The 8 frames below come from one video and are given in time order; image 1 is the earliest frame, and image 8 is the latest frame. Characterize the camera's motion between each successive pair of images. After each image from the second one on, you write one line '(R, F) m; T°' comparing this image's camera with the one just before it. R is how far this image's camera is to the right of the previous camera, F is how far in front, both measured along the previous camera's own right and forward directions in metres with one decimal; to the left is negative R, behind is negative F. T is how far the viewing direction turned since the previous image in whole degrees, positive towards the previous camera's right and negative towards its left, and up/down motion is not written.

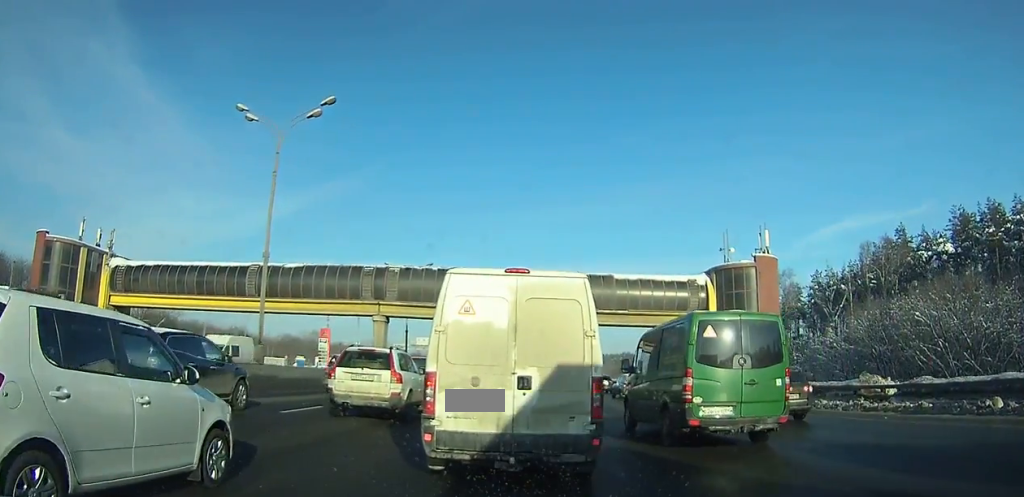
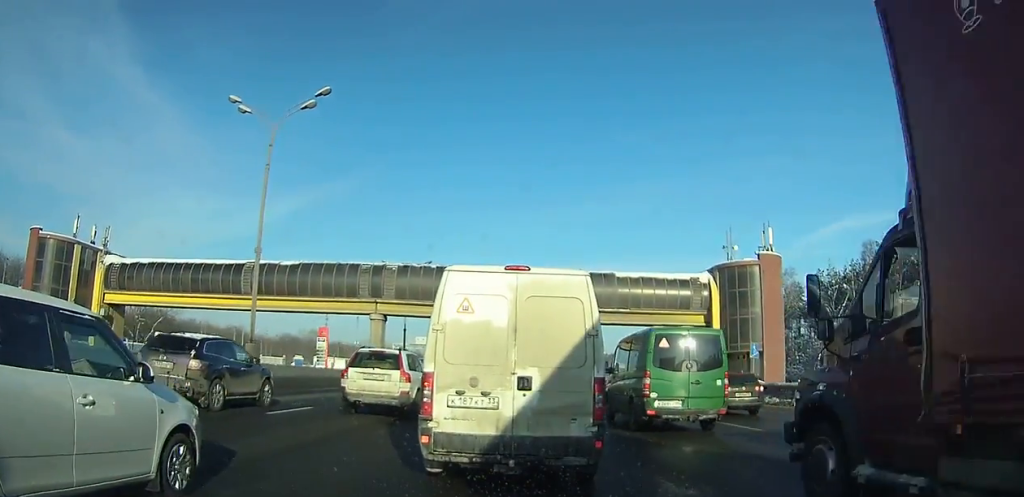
(0.0, +5.2) m; 0°
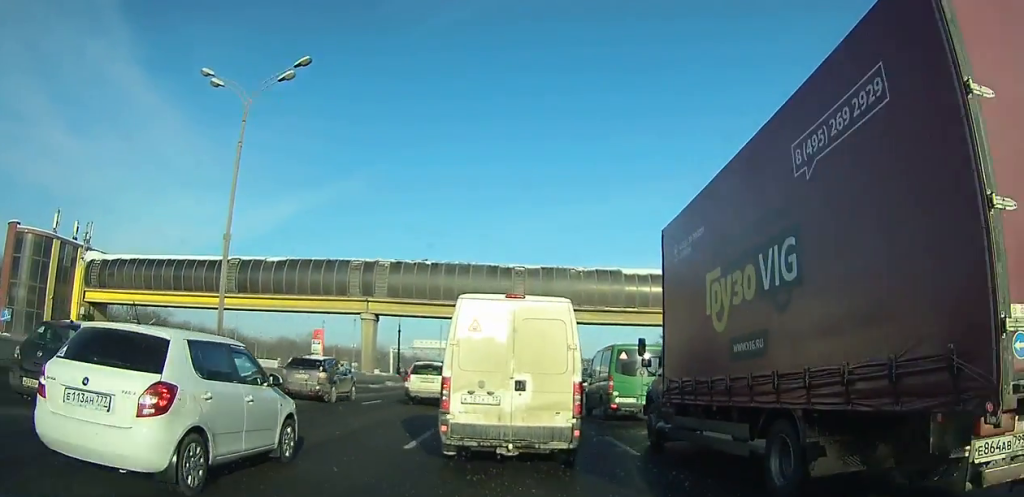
(0.0, +10.8) m; 0°
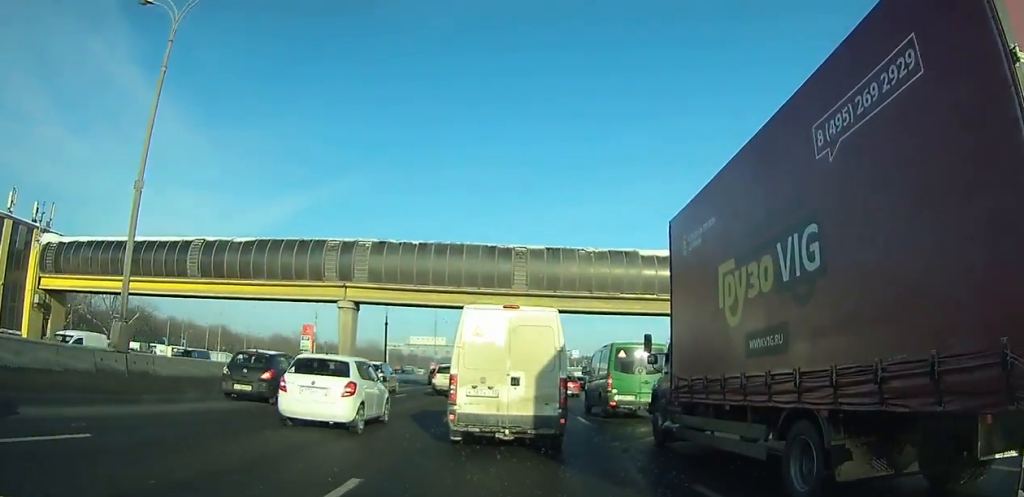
(0.0, +9.4) m; 0°
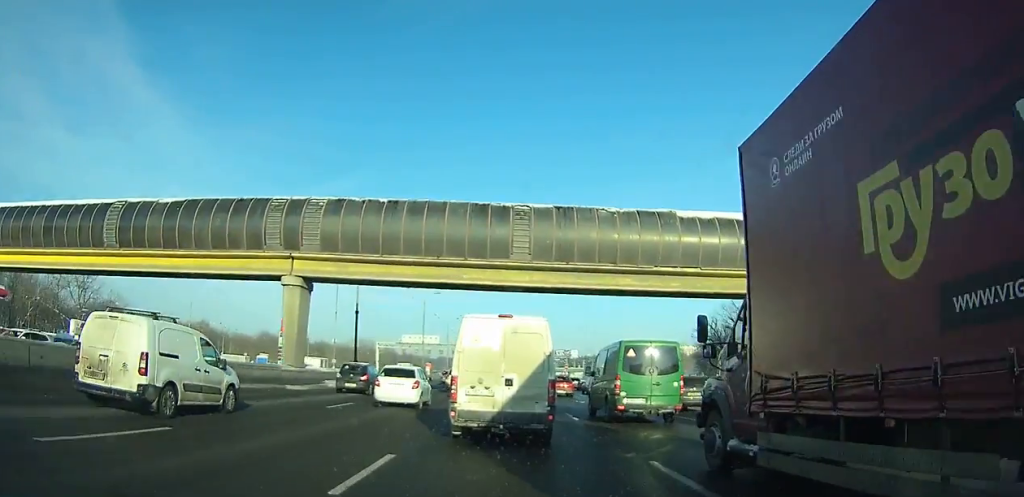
(0.0, +11.4) m; 0°
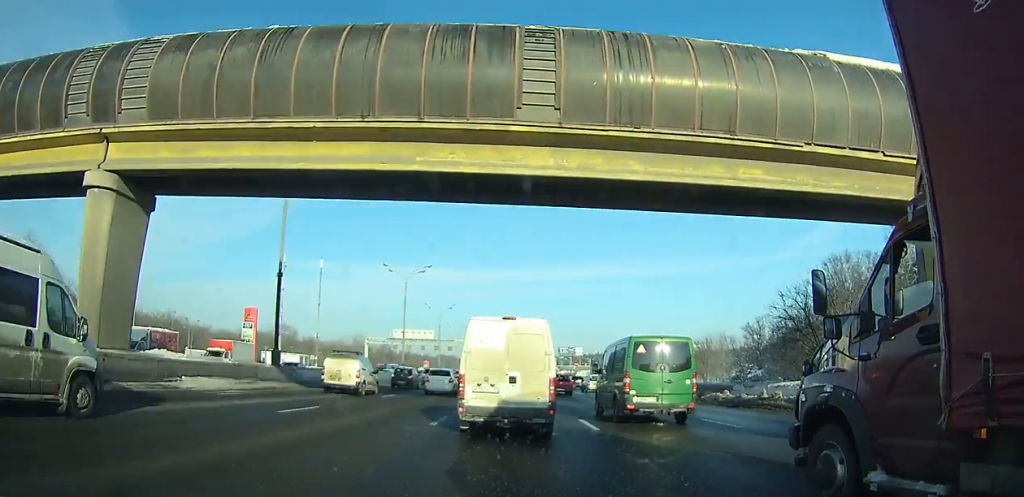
(-0.1, +15.3) m; 0°
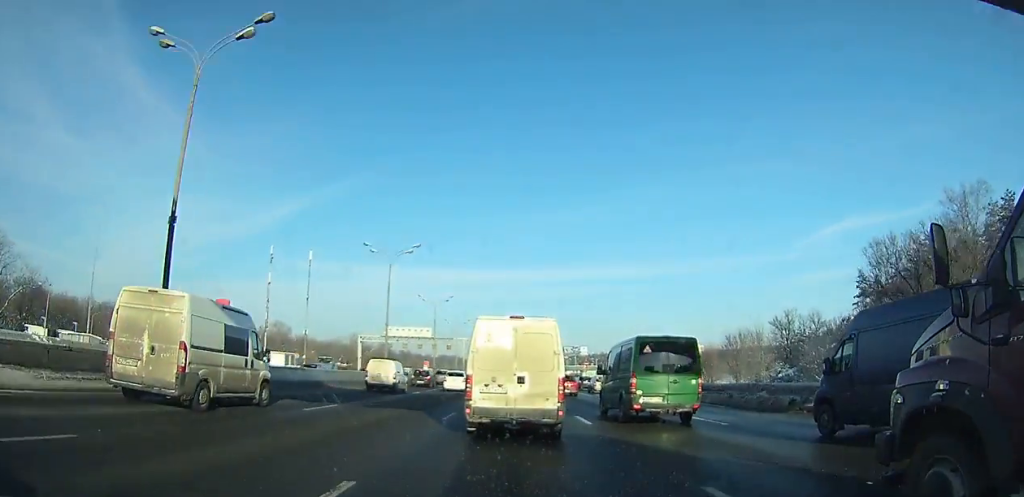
(0.0, +9.2) m; 0°
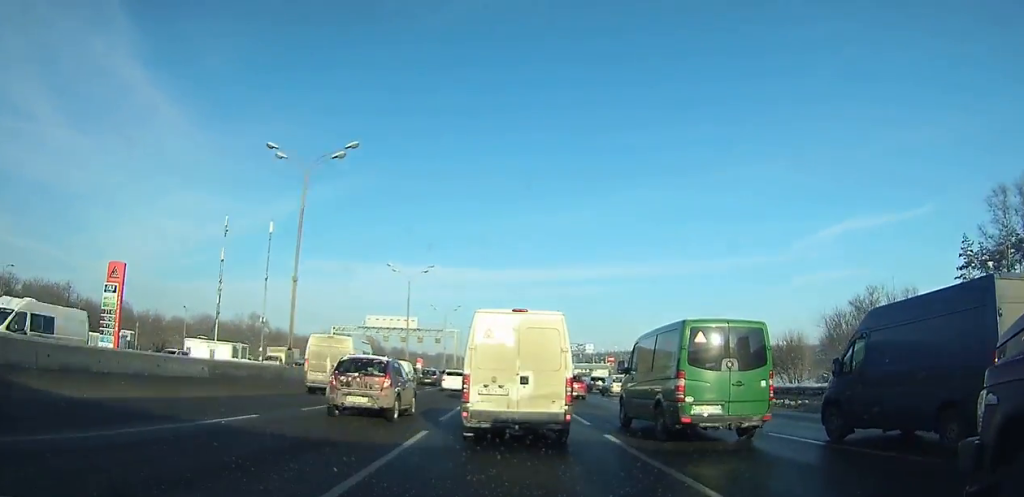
(0.0, +22.5) m; 0°
